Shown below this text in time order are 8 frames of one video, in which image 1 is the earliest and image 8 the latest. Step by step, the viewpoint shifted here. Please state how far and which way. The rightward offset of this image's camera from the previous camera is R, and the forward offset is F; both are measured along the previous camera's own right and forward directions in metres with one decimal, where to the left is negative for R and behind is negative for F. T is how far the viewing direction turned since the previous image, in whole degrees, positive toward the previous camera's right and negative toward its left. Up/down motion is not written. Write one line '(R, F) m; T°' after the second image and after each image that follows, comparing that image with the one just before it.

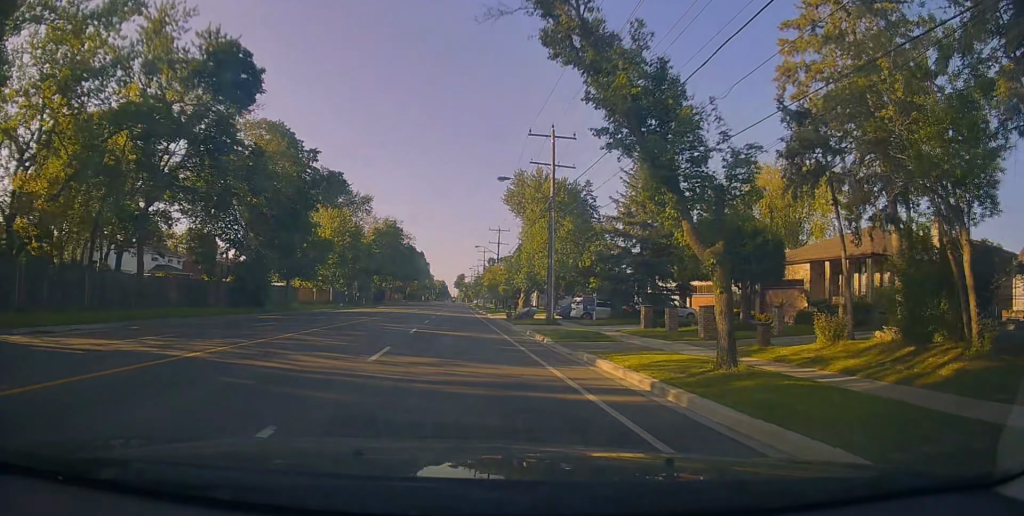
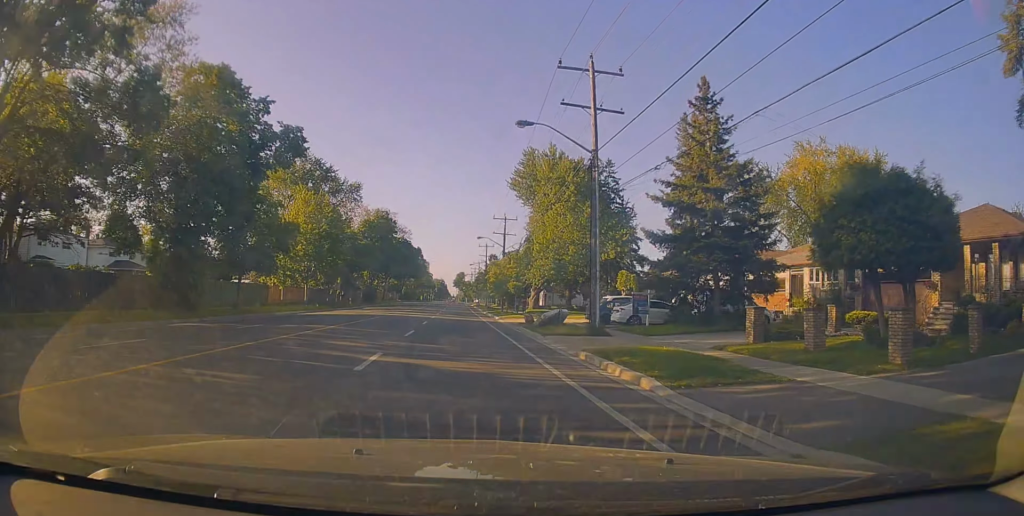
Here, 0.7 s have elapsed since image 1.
(+0.1, +10.5) m; -1°
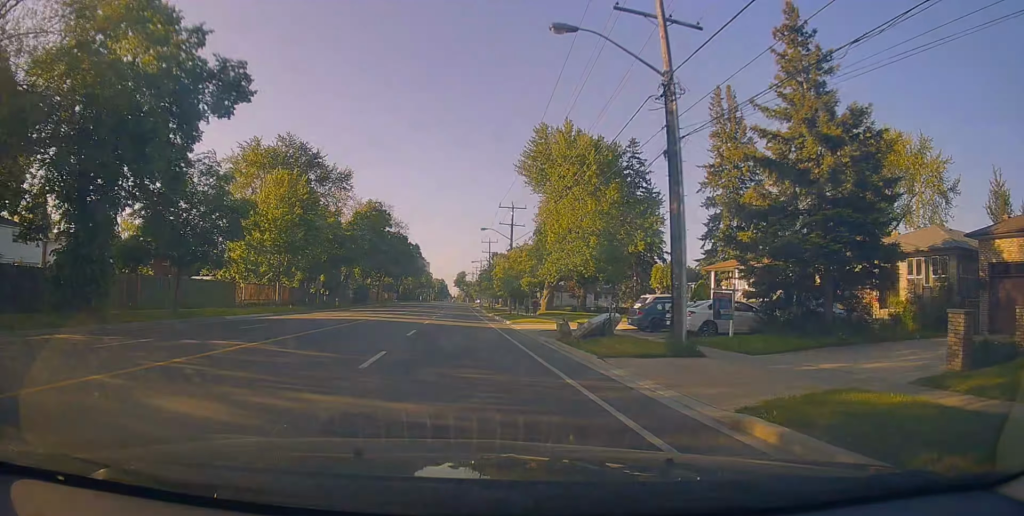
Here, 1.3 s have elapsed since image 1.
(-0.3, +8.5) m; -1°
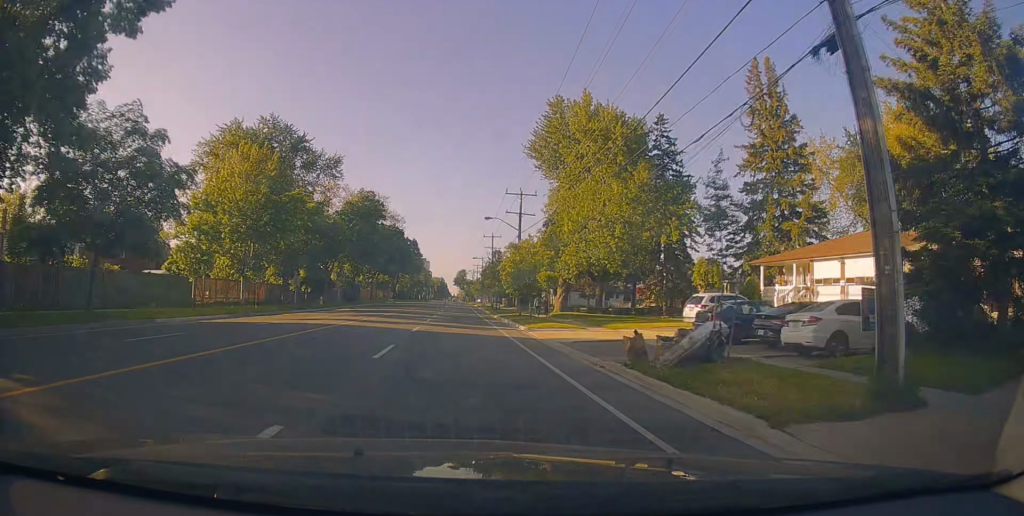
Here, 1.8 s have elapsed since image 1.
(-0.1, +7.5) m; 0°
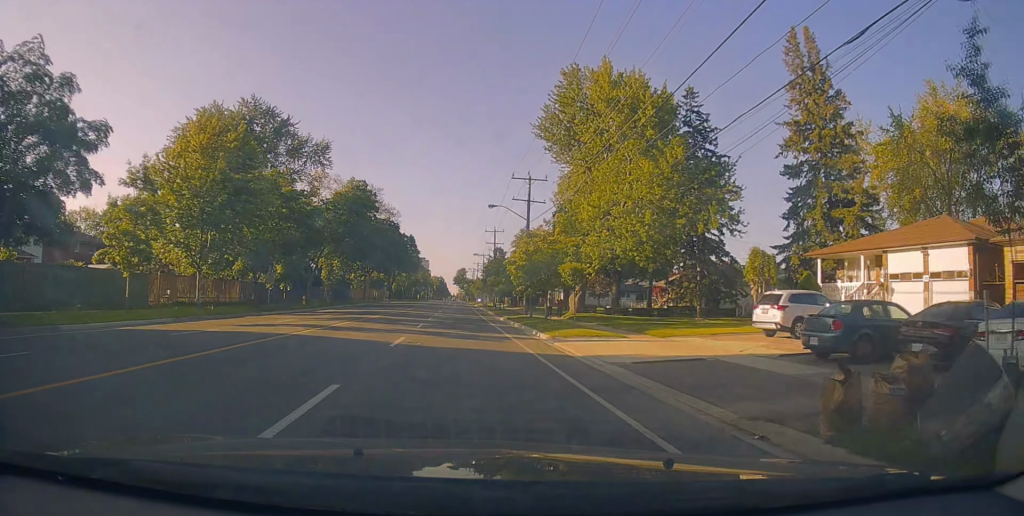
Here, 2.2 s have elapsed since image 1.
(0.0, +6.3) m; +1°
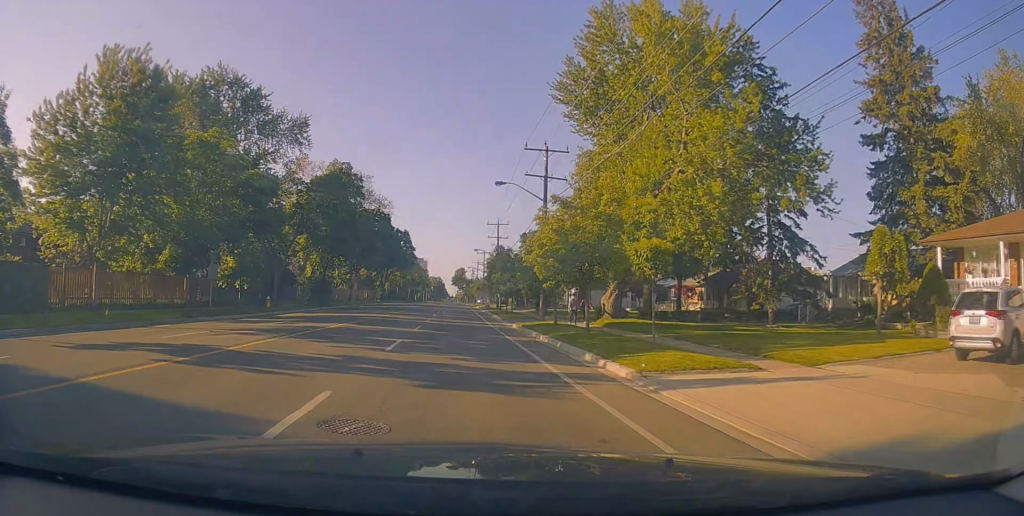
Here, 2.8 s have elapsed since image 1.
(+0.1, +9.5) m; +1°
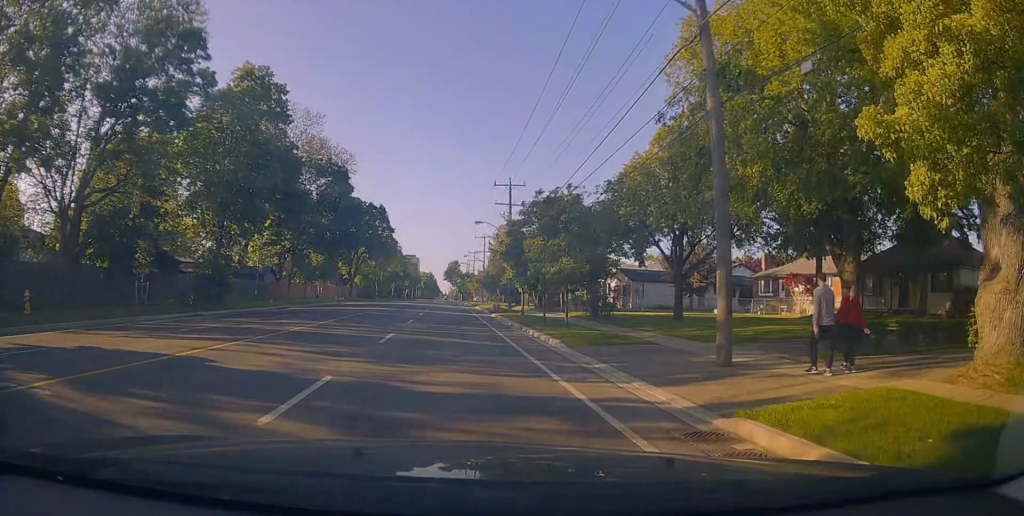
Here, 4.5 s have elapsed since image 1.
(-0.1, +25.7) m; 0°
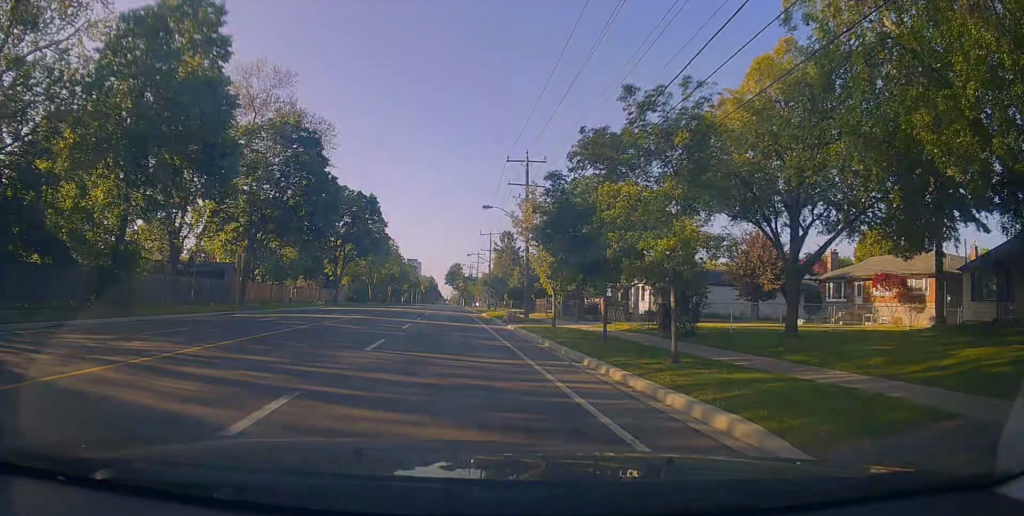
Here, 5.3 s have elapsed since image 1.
(+0.3, +11.3) m; 0°
